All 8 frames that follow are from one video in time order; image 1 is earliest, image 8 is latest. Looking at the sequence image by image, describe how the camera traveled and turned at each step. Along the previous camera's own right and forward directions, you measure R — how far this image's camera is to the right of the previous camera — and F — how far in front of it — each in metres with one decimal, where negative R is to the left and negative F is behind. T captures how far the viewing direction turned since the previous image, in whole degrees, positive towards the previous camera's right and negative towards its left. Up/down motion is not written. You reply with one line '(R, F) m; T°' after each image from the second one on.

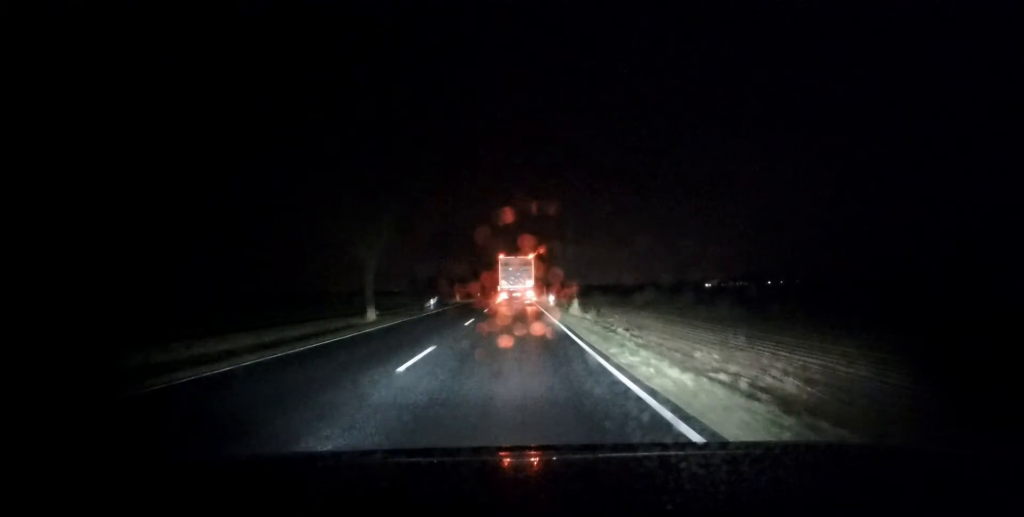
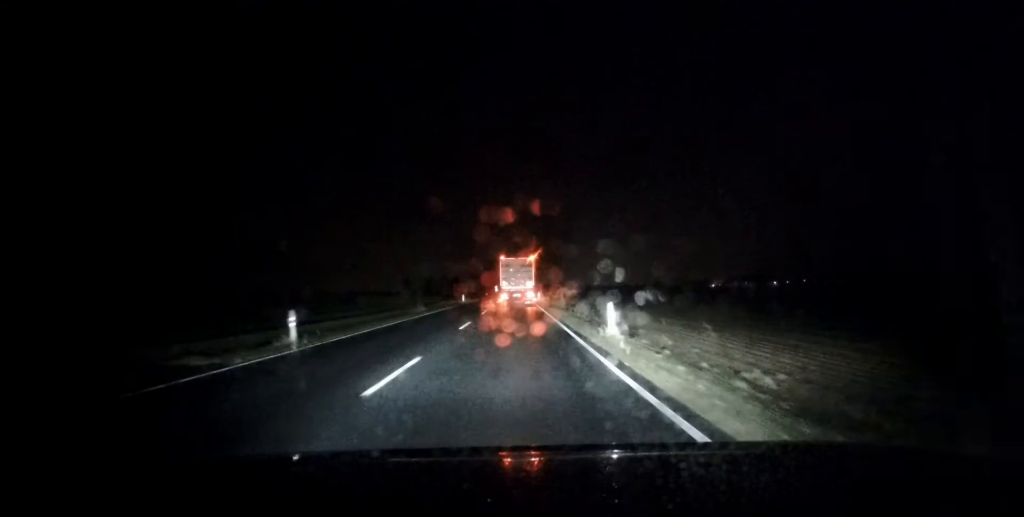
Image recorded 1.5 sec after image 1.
(-0.1, +26.4) m; -1°
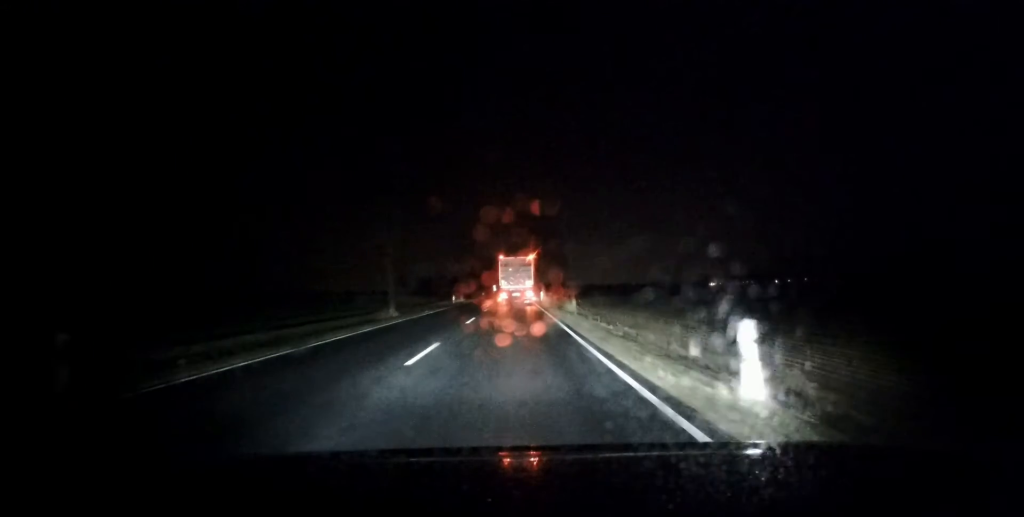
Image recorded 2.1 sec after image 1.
(-0.2, +9.2) m; 0°
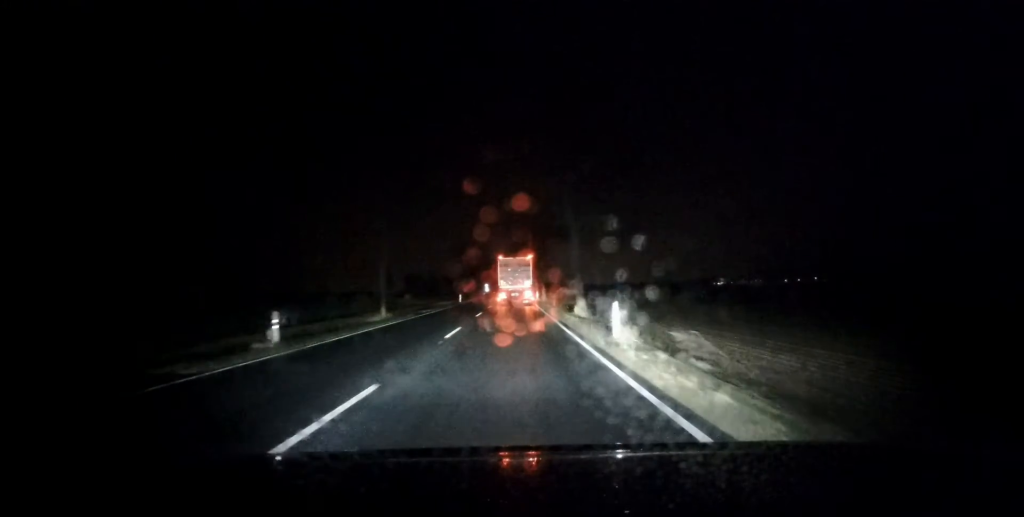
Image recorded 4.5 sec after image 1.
(+0.6, +42.5) m; +1°
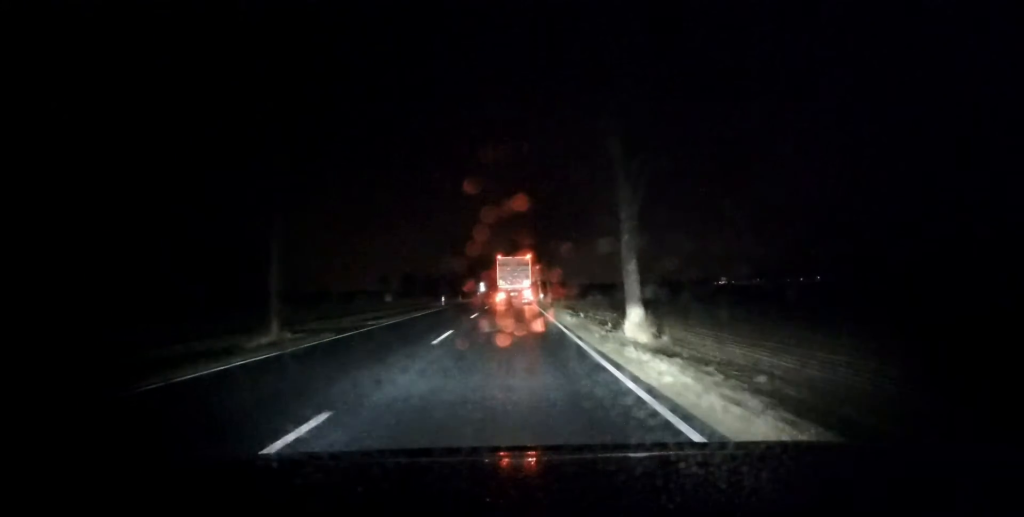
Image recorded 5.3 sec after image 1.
(0.0, +13.9) m; 0°
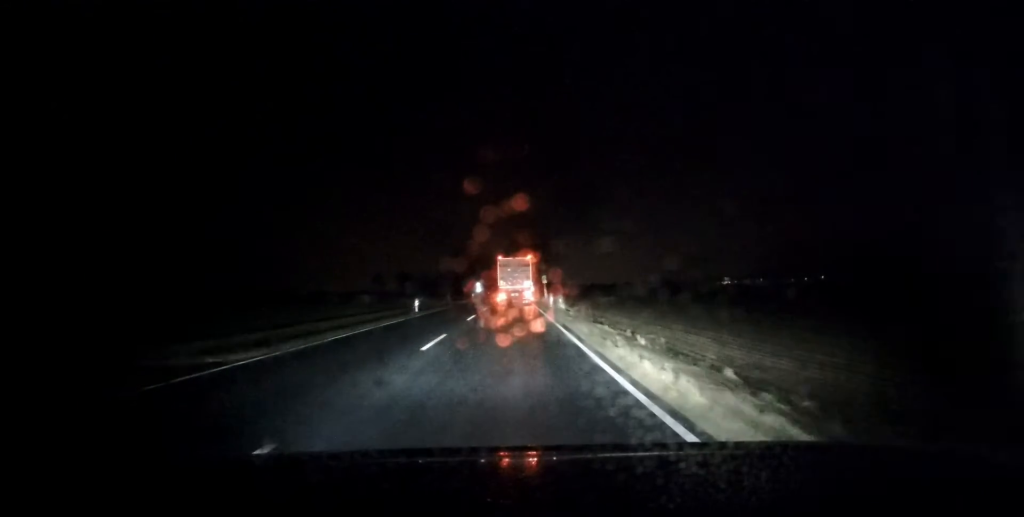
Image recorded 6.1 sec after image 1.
(0.0, +13.5) m; 0°
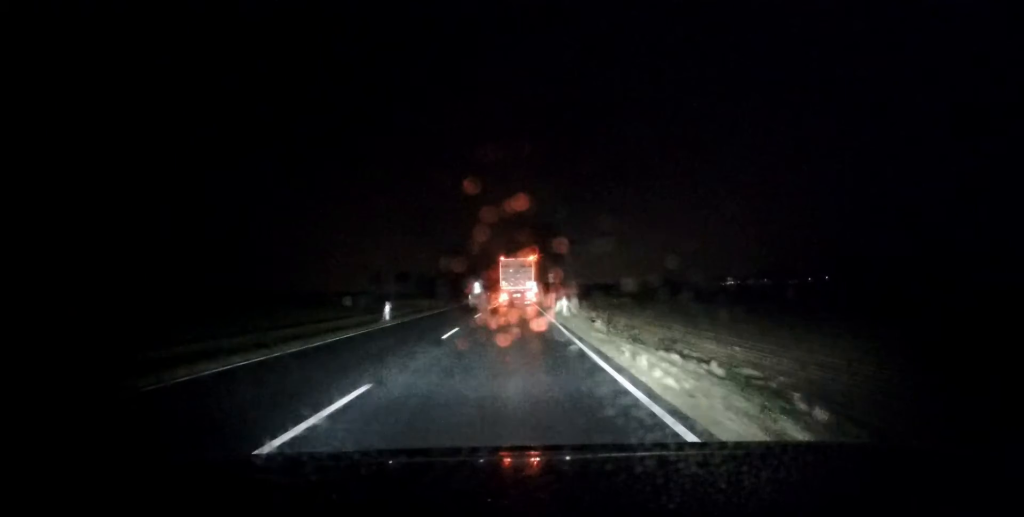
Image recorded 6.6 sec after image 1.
(0.0, +8.9) m; 0°
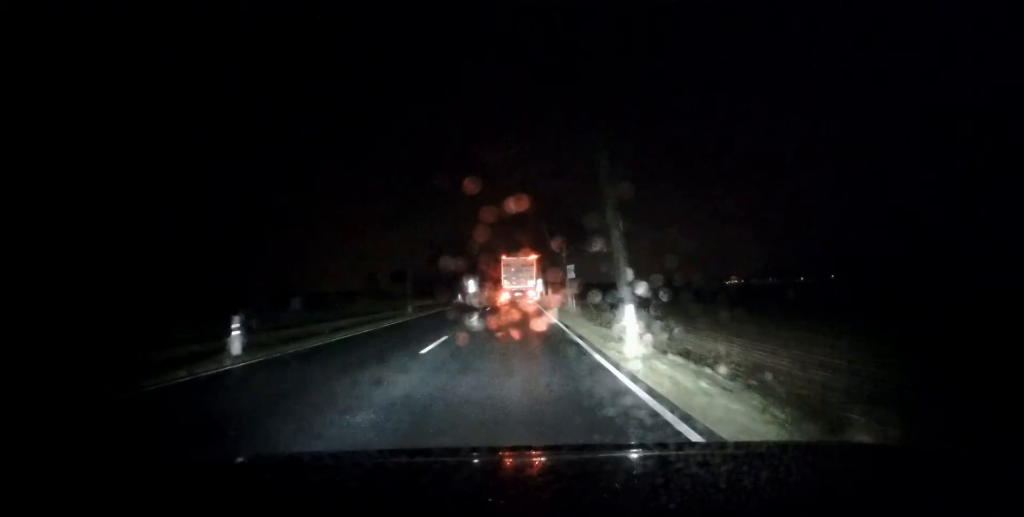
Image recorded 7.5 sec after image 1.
(0.0, +15.9) m; 0°
